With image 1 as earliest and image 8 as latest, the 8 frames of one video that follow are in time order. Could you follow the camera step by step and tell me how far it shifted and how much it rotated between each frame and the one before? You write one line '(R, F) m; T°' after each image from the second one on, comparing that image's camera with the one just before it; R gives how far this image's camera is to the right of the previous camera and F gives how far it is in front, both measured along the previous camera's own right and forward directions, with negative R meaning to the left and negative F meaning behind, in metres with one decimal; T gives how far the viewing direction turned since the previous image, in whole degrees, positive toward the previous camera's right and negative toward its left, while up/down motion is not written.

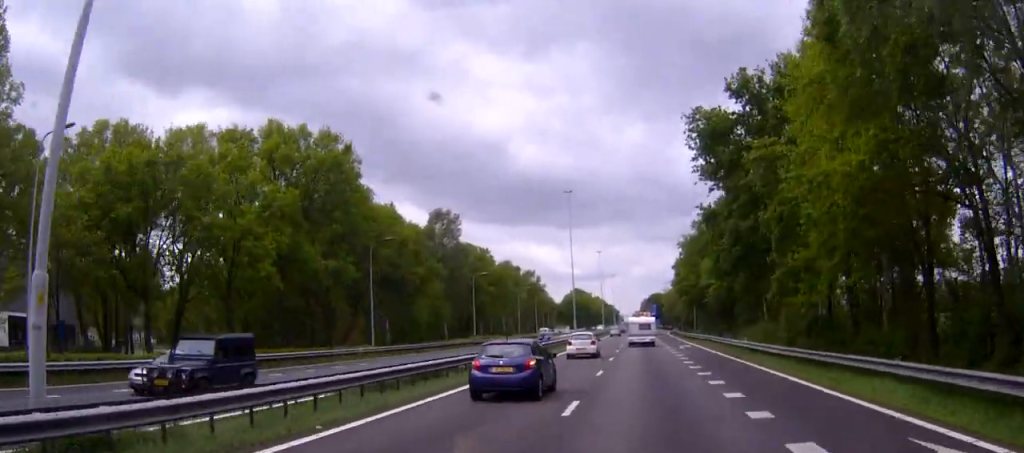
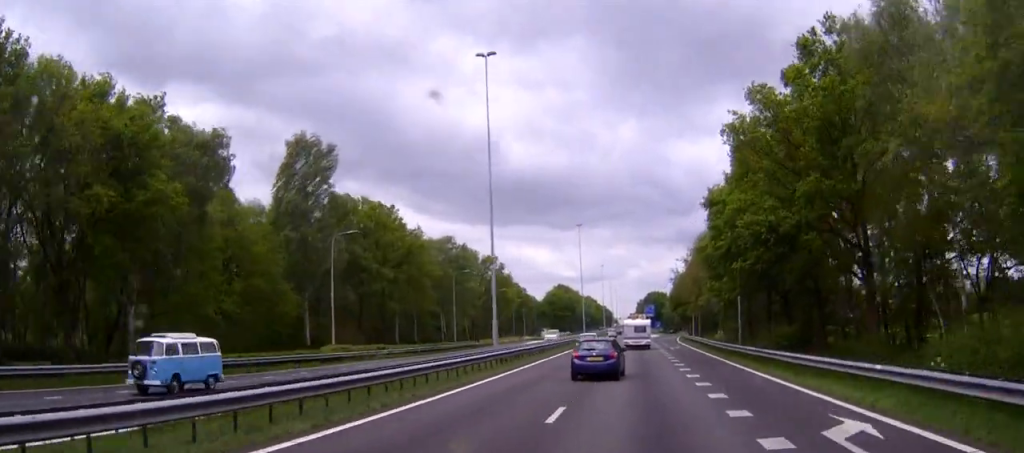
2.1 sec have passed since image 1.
(-0.1, +47.2) m; 0°
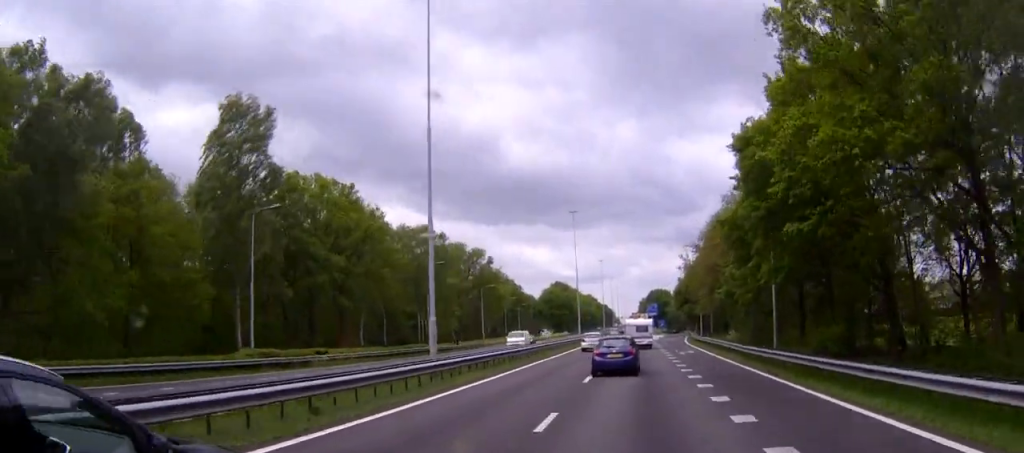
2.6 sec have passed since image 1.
(0.0, +13.0) m; 0°
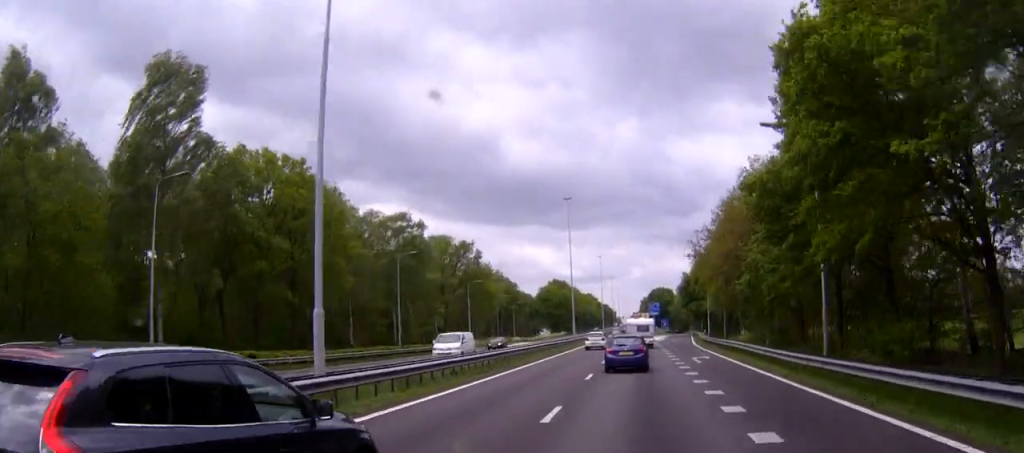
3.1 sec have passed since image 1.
(0.0, +10.7) m; 0°
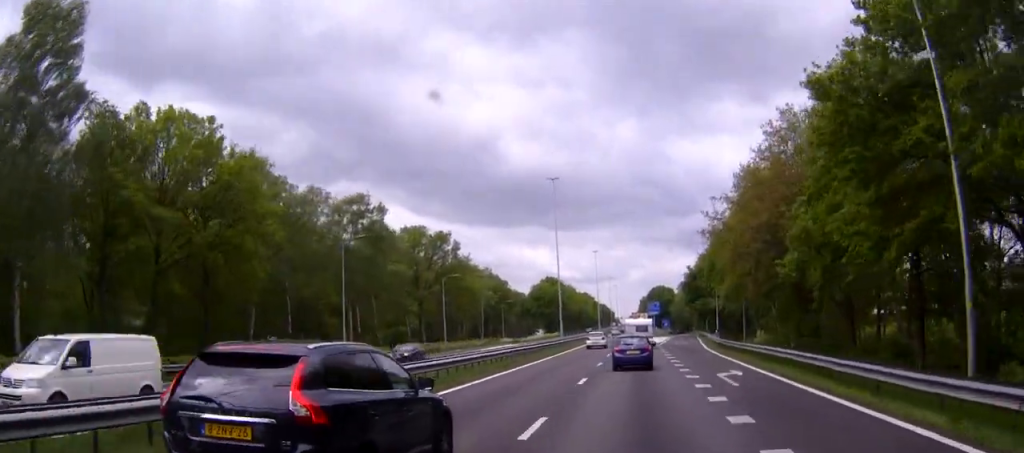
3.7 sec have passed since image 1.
(0.0, +13.8) m; 0°
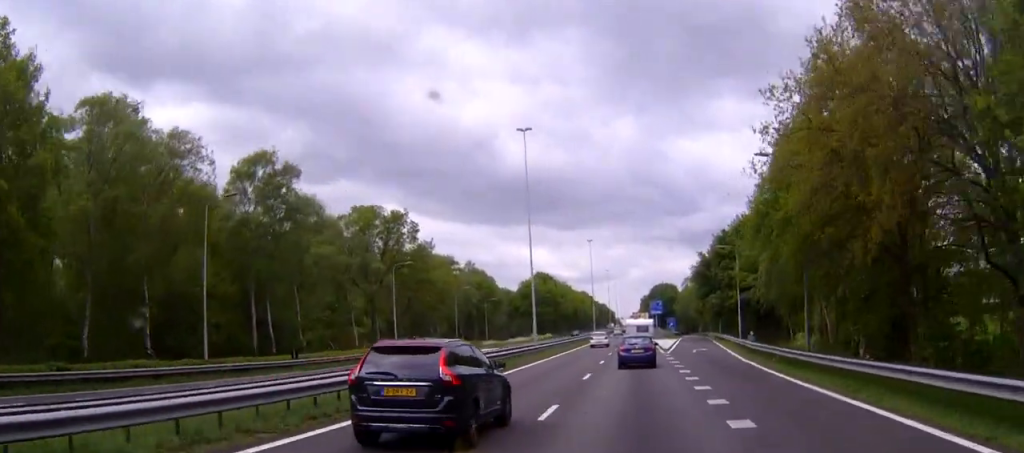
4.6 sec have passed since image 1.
(-0.1, +20.6) m; 0°
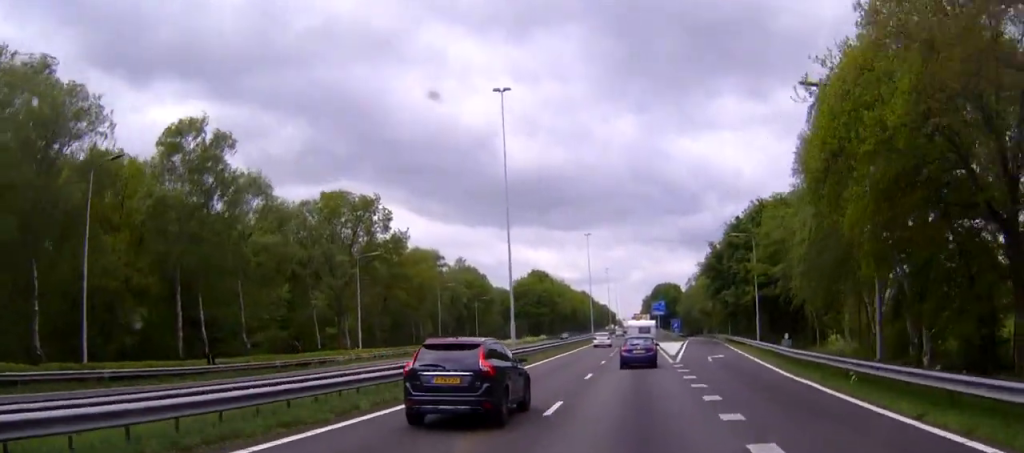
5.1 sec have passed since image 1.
(+0.1, +10.7) m; 0°
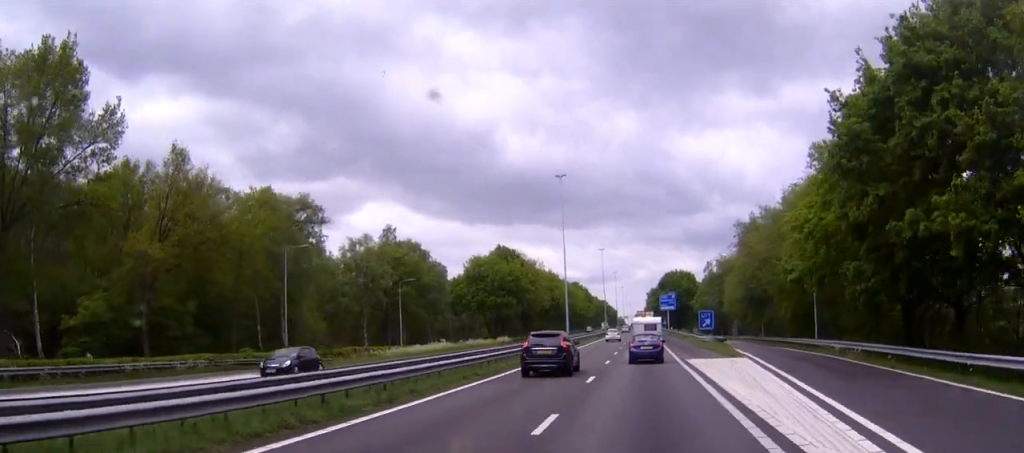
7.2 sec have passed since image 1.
(0.0, +49.9) m; 0°
